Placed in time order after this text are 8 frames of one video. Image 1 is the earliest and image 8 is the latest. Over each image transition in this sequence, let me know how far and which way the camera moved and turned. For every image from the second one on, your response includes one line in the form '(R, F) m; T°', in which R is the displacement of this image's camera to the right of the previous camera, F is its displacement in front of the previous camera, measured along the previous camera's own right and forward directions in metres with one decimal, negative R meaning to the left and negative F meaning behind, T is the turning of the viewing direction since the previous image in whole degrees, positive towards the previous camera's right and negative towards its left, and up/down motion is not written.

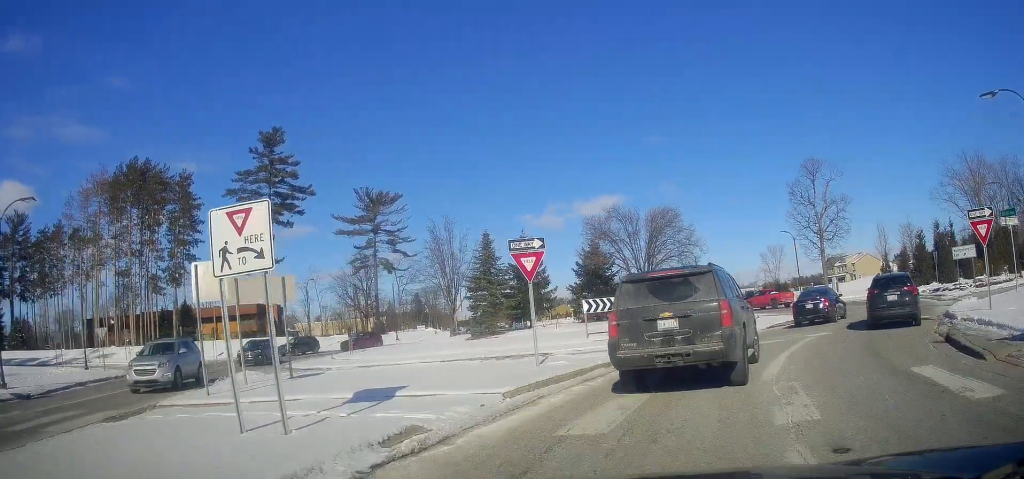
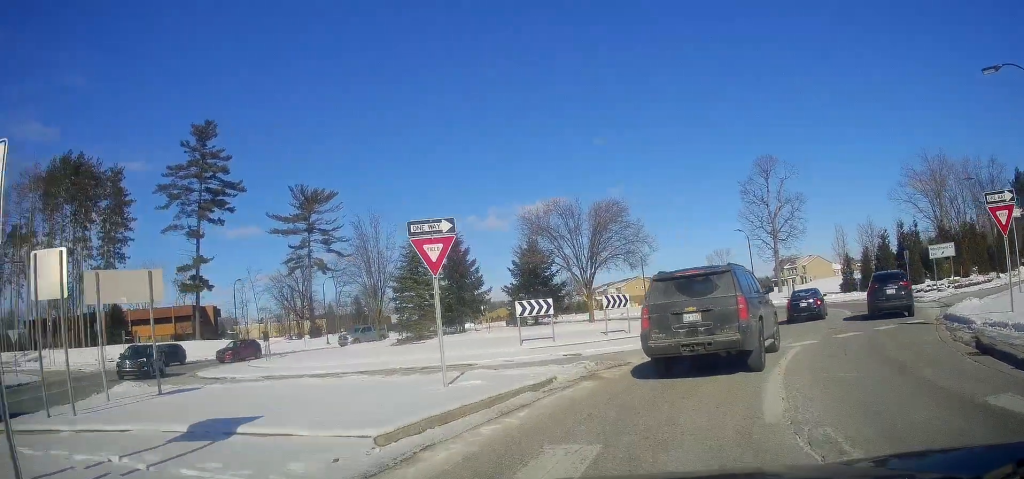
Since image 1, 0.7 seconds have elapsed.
(-0.1, +3.5) m; +8°
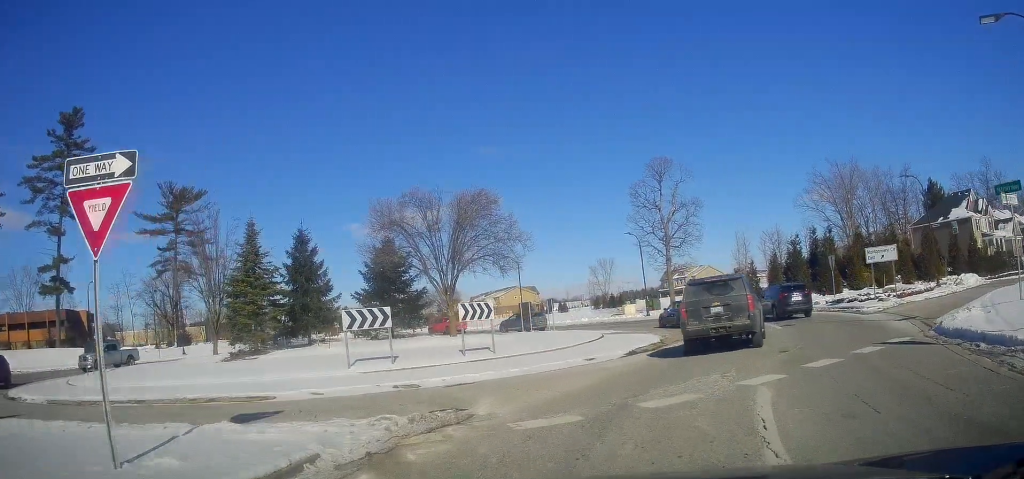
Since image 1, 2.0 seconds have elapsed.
(+1.2, +5.9) m; +24°
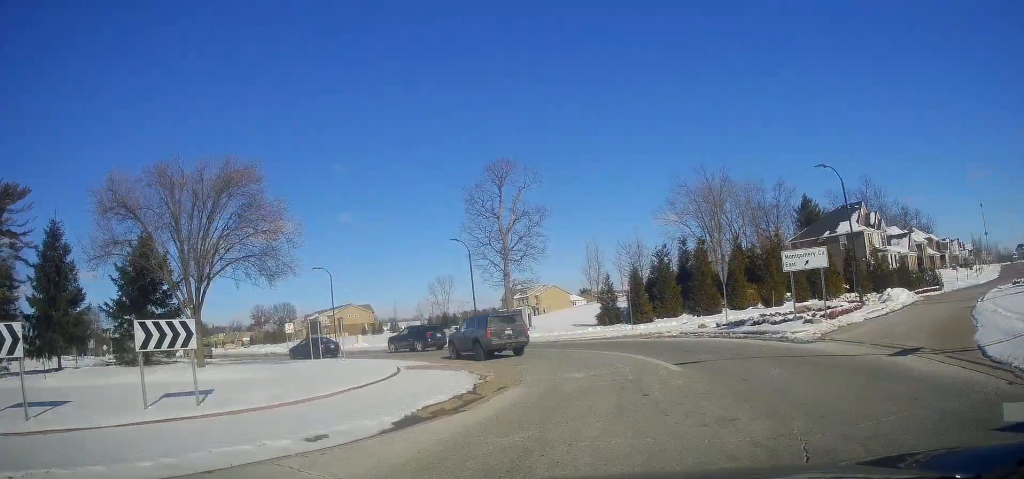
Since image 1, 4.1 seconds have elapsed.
(+0.7, +9.0) m; +7°
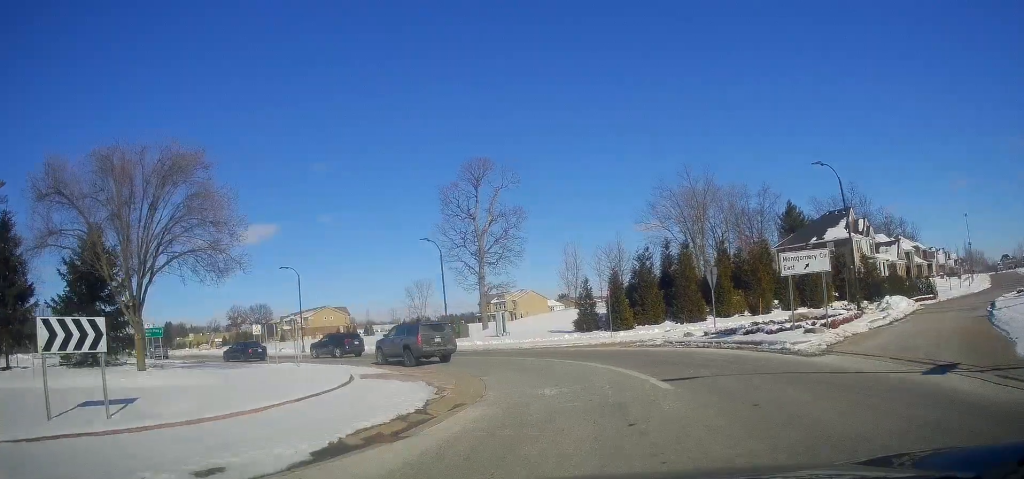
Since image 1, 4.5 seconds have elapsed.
(+0.2, +2.0) m; 0°
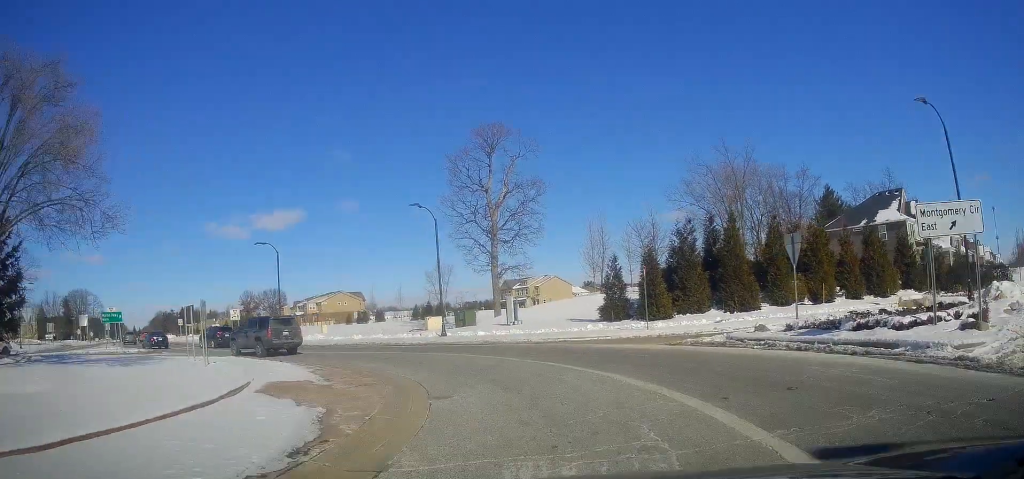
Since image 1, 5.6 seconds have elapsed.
(+0.1, +6.1) m; -3°
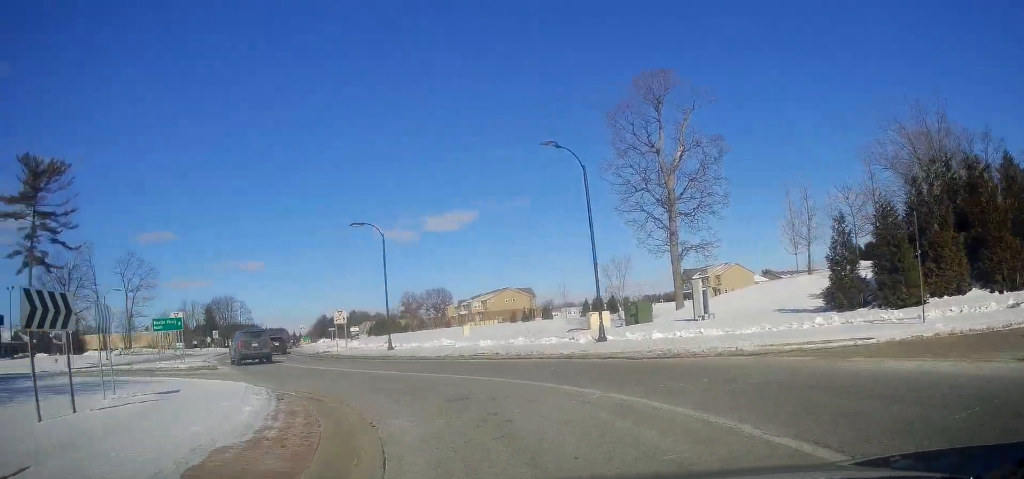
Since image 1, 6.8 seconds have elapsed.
(-0.8, +9.4) m; -14°
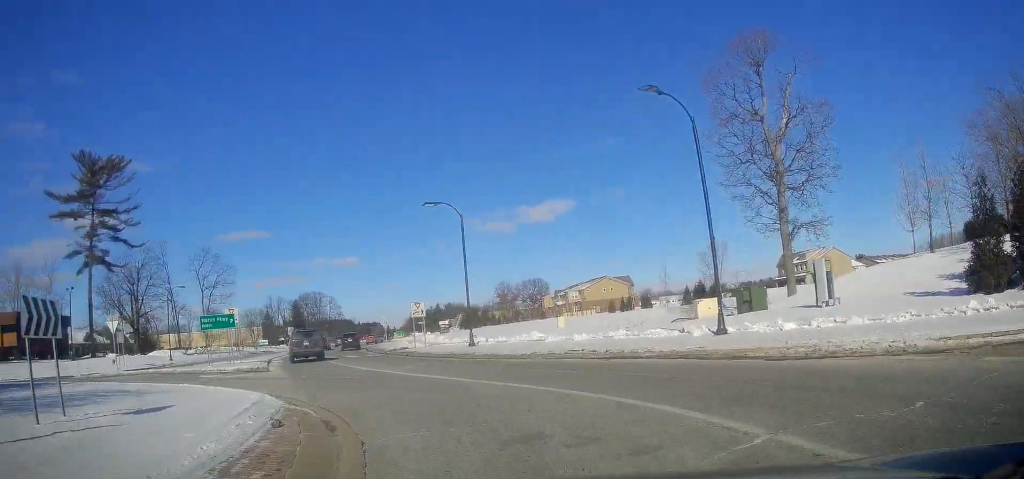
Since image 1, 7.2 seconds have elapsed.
(0.0, +3.9) m; -7°
